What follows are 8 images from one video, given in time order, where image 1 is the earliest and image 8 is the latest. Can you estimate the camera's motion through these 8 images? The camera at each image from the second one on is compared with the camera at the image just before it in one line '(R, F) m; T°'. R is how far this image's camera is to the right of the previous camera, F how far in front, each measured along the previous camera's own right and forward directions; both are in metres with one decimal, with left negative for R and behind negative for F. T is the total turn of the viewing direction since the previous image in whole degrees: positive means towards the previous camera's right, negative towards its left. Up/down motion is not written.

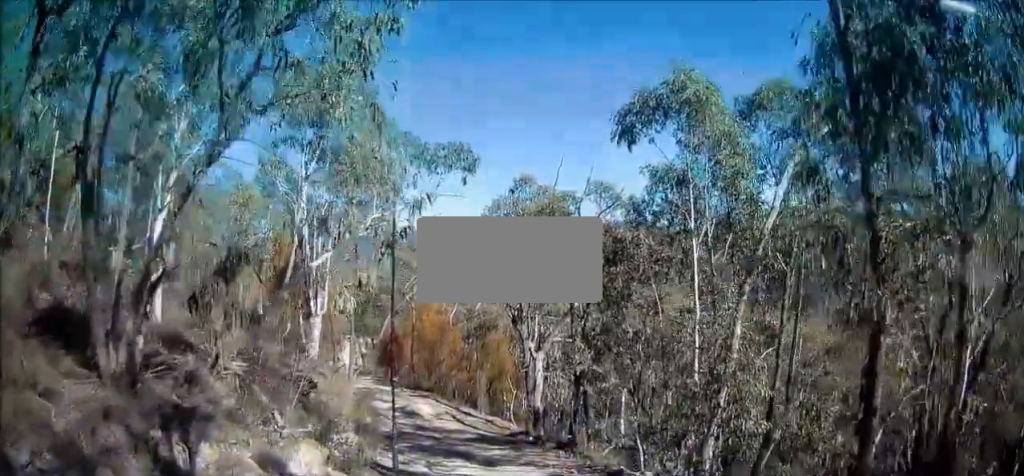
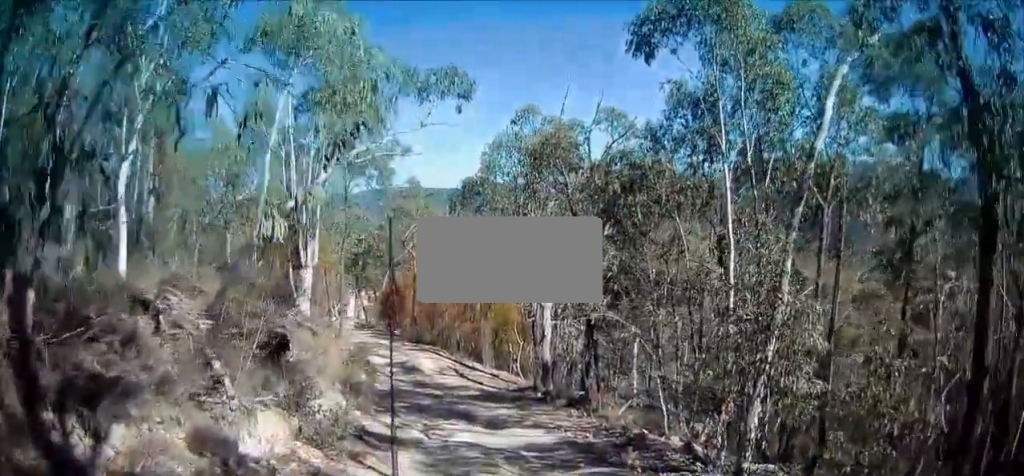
(+0.1, +1.9) m; +2°
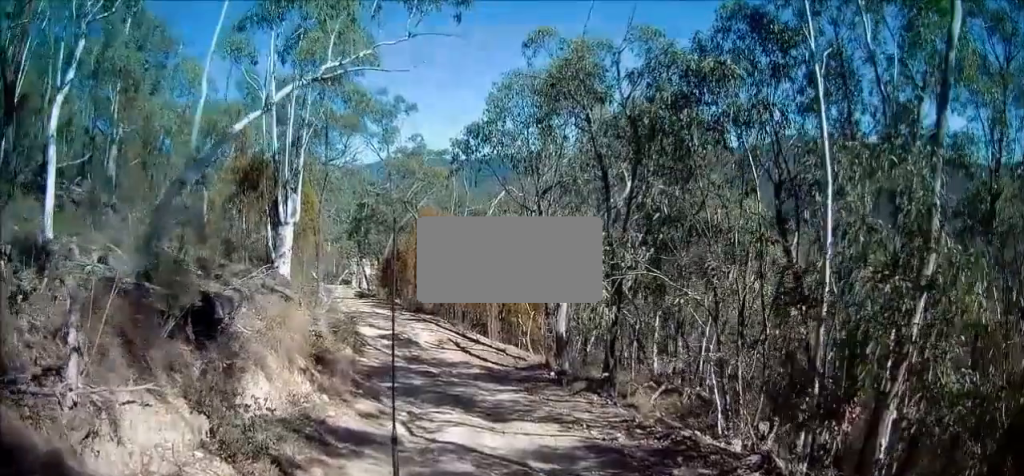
(0.0, +3.3) m; +11°
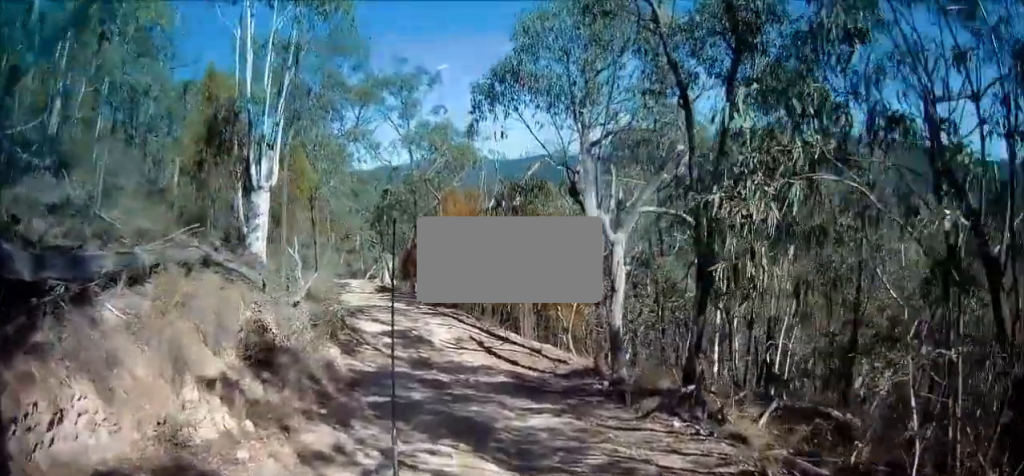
(+0.3, +4.7) m; -5°
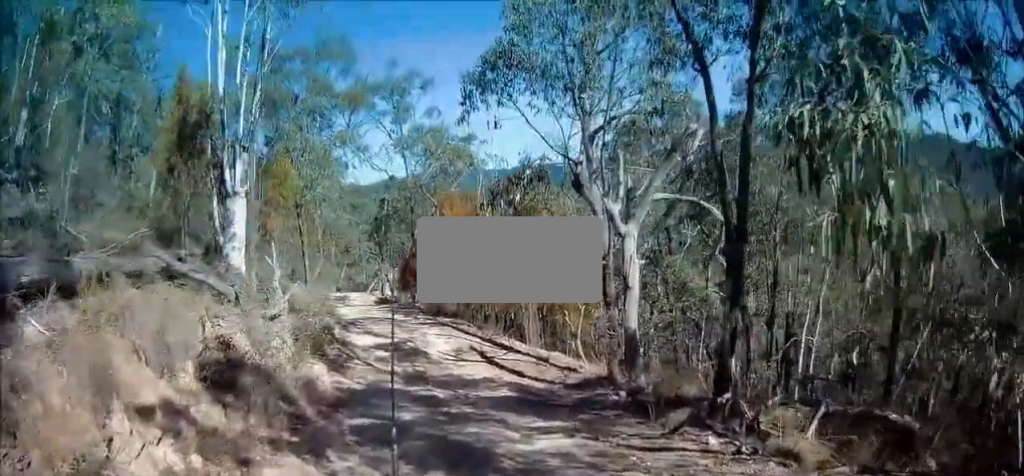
(-0.1, +1.3) m; -4°
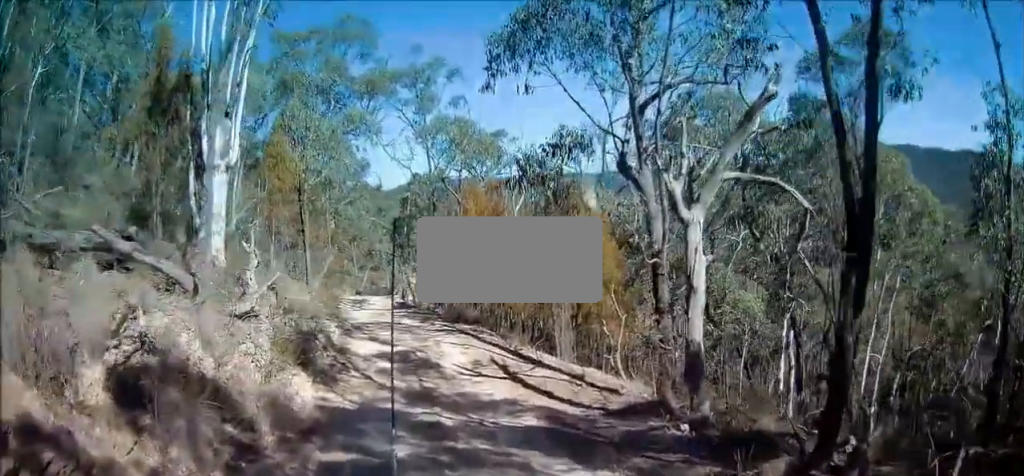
(0.0, +2.4) m; -2°
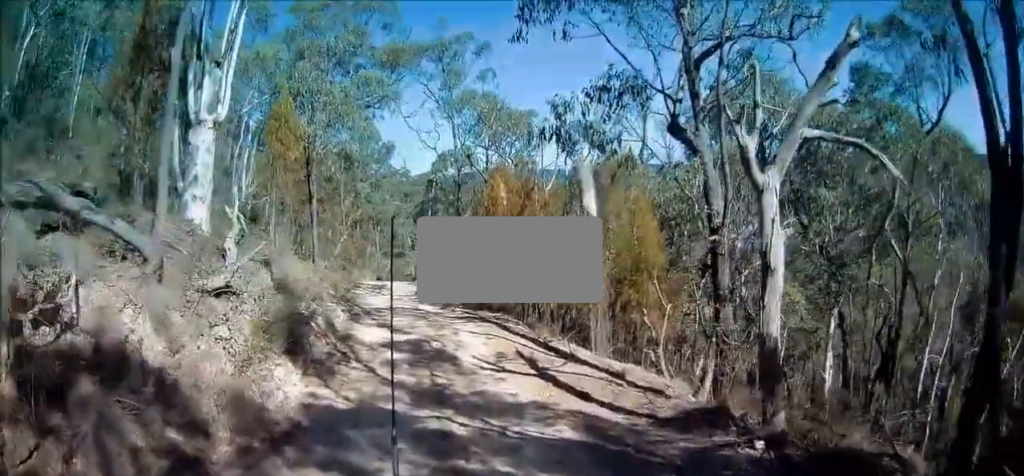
(0.0, +1.6) m; -4°
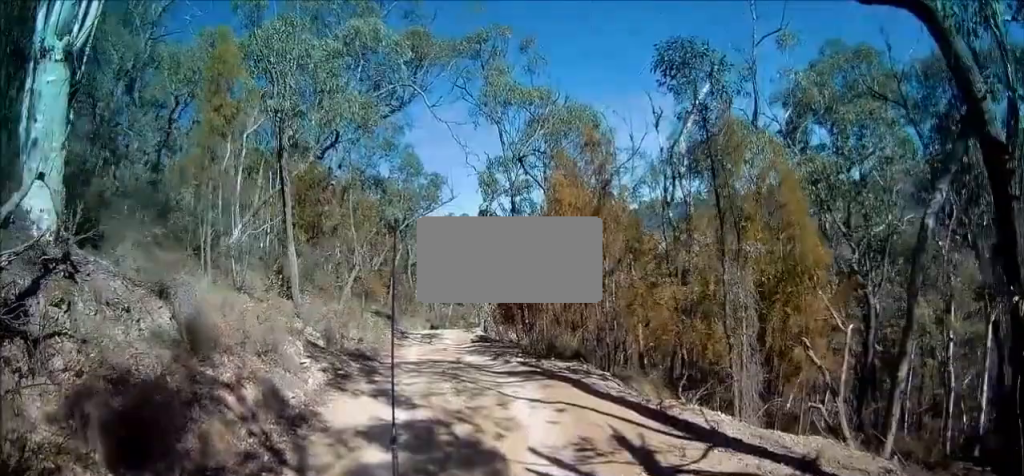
(-1.2, +5.1) m; -12°
